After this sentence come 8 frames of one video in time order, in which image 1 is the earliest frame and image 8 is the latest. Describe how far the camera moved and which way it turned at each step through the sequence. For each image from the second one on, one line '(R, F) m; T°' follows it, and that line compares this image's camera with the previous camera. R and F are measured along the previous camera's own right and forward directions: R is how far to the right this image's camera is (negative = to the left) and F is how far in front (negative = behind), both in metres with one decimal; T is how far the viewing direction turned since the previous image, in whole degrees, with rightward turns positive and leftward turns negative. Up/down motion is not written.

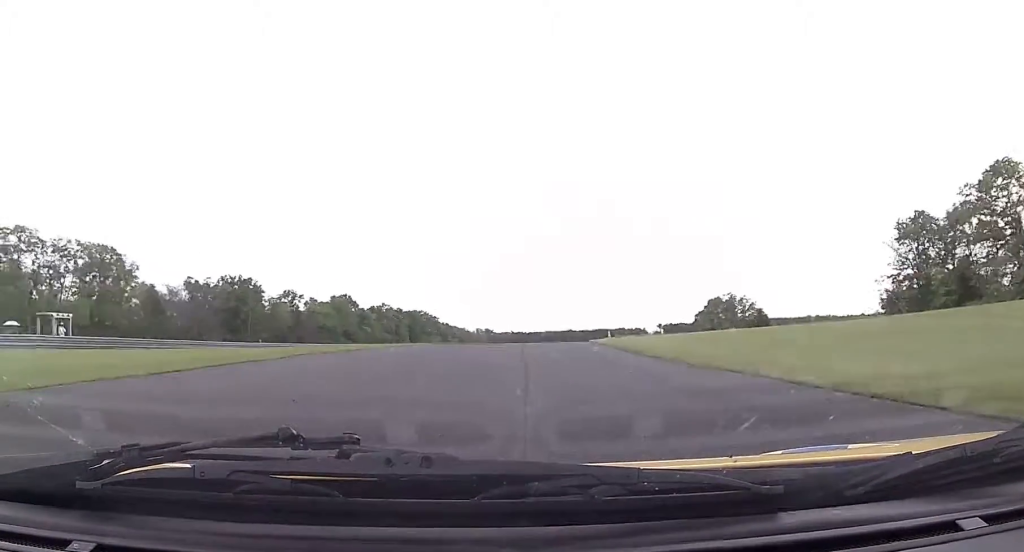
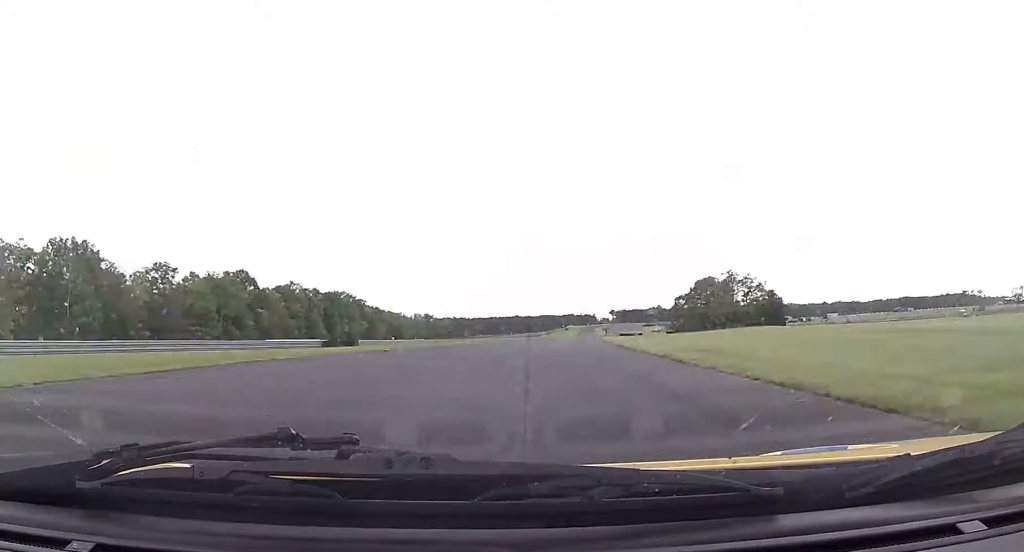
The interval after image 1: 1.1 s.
(+2.3, +49.7) m; +5°
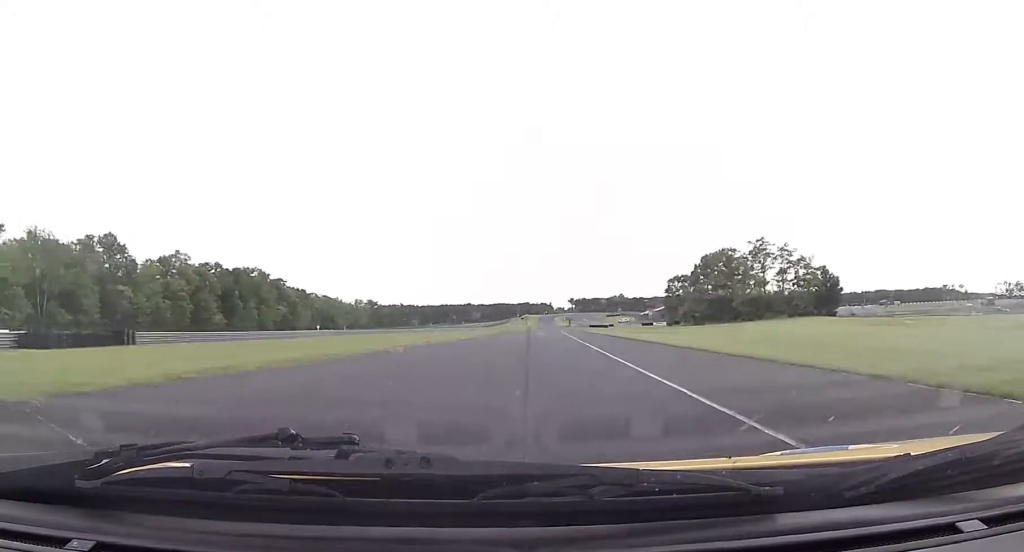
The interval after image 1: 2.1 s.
(+1.6, +48.6) m; +3°
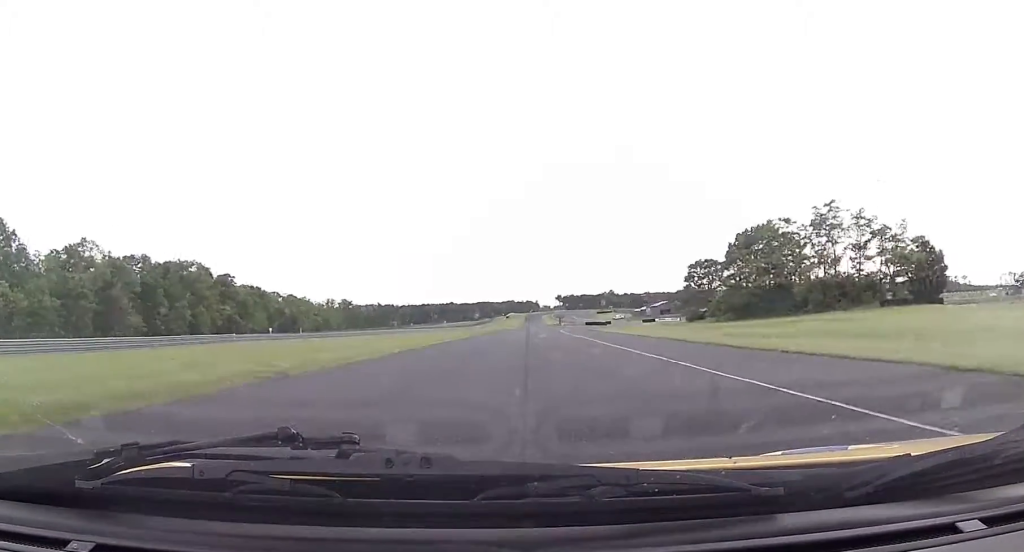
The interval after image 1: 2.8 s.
(+0.2, +33.7) m; +2°
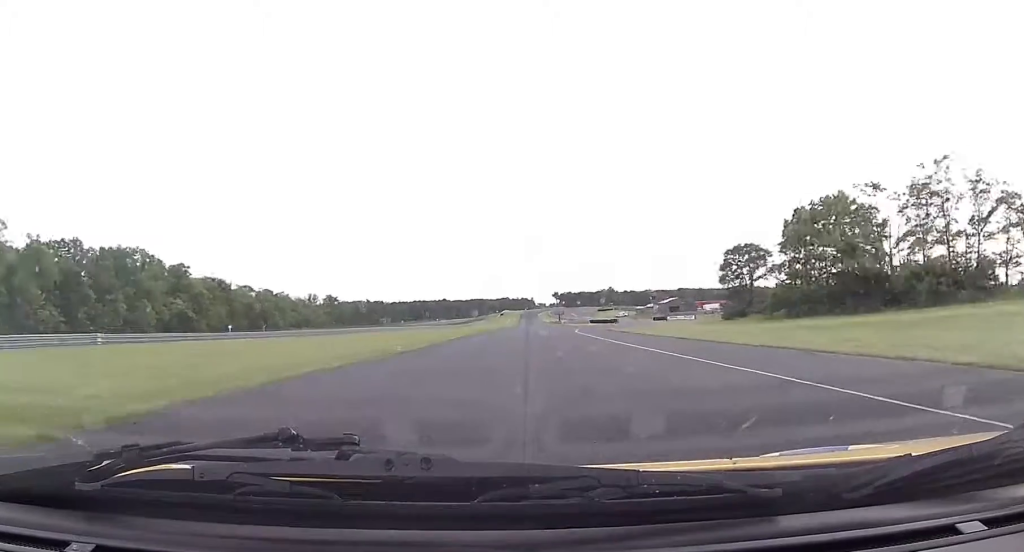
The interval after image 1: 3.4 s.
(+0.6, +27.4) m; +1°
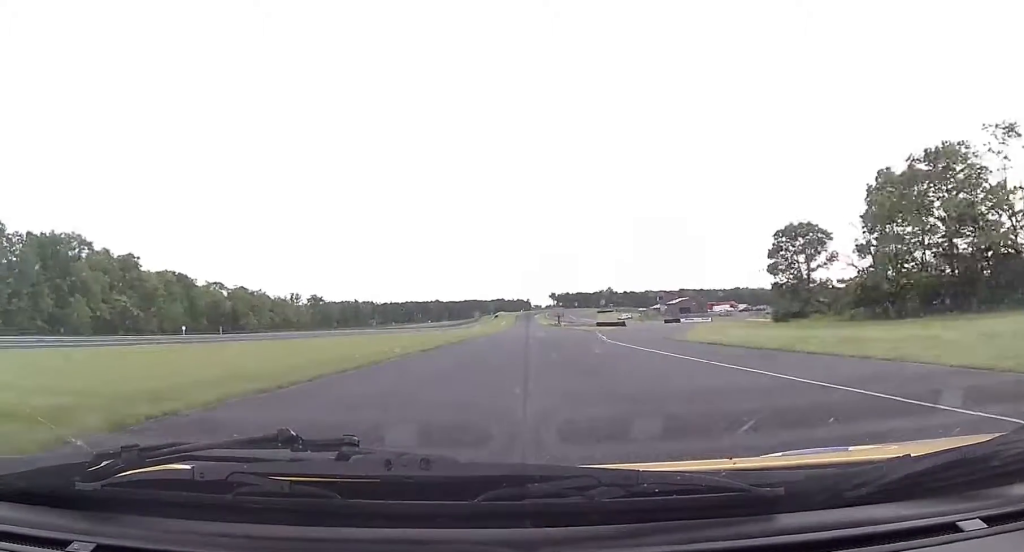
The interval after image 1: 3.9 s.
(+0.4, +24.2) m; +1°
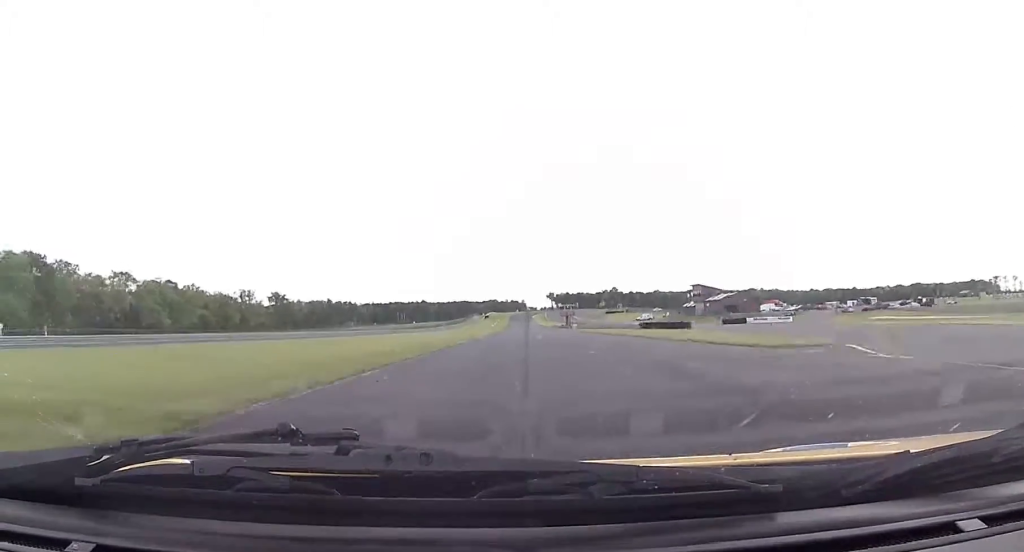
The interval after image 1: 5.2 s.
(-0.1, +61.4) m; +1°
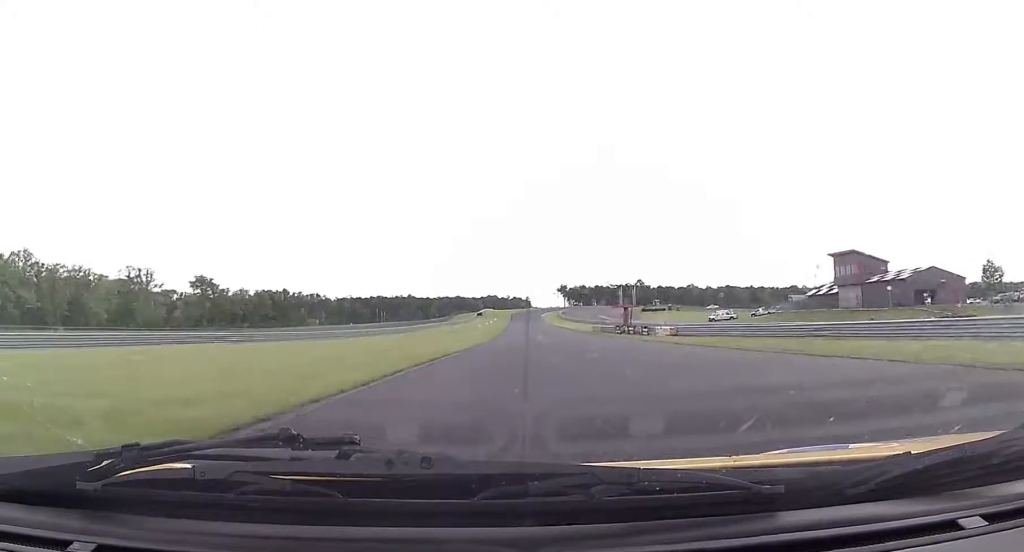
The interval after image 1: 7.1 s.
(+0.8, +95.3) m; -1°
